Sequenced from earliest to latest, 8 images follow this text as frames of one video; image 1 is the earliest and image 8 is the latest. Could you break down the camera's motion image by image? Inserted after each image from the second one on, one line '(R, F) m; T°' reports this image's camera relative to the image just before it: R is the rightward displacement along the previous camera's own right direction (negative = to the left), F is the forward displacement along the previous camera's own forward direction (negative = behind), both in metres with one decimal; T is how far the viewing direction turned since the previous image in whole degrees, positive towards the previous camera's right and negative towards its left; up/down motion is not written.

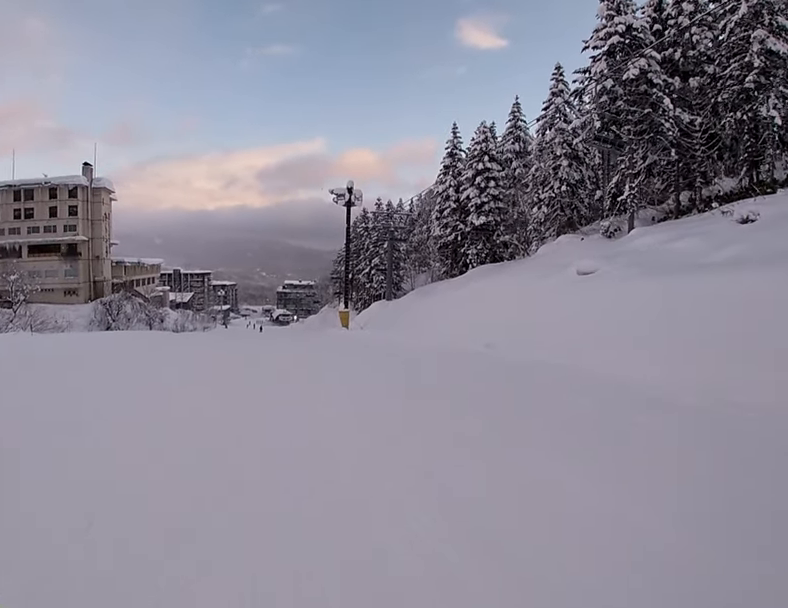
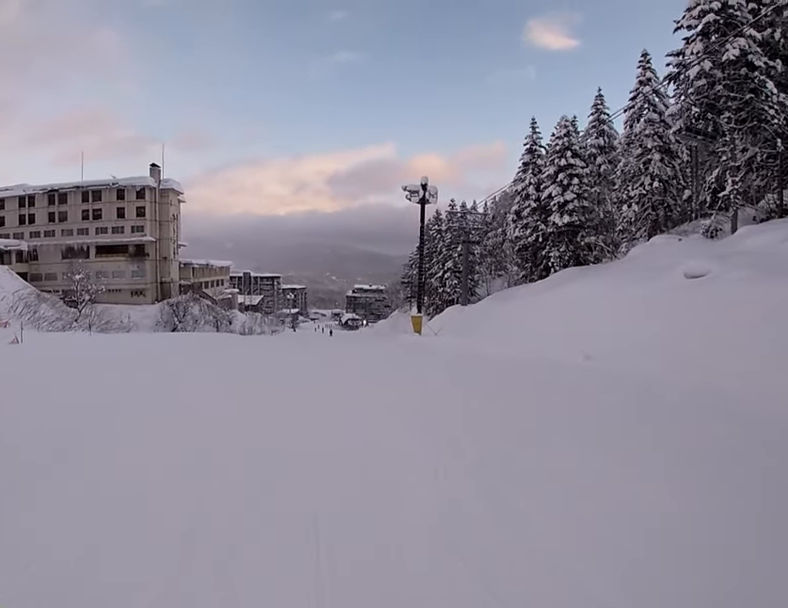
(-0.1, +2.5) m; -3°
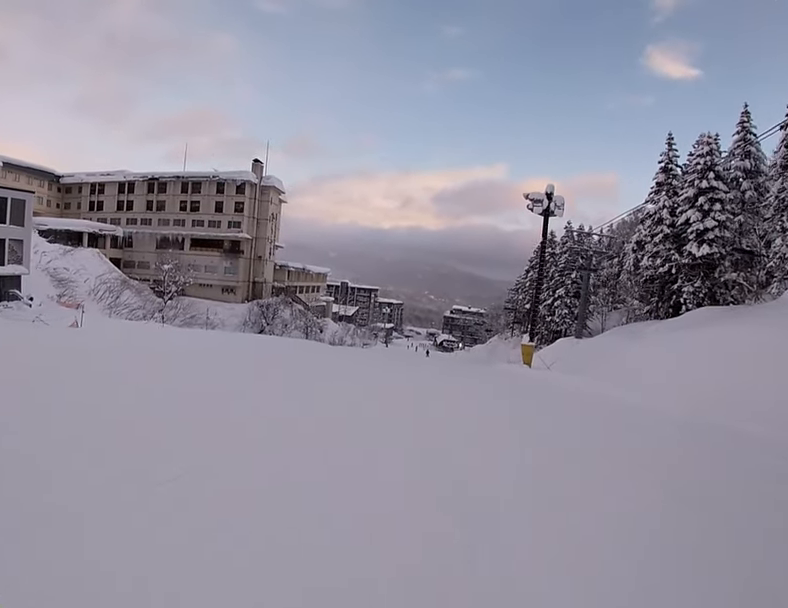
(-0.1, +4.6) m; -2°
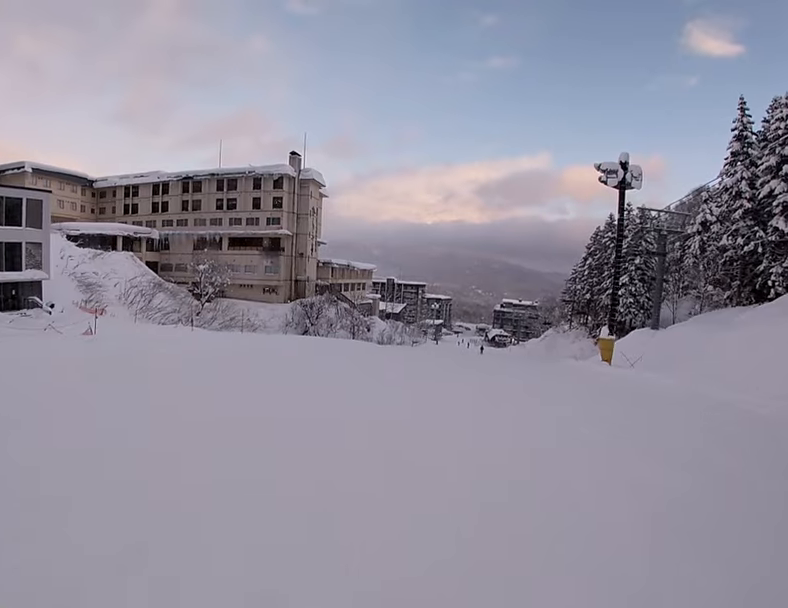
(-0.1, +4.3) m; -9°
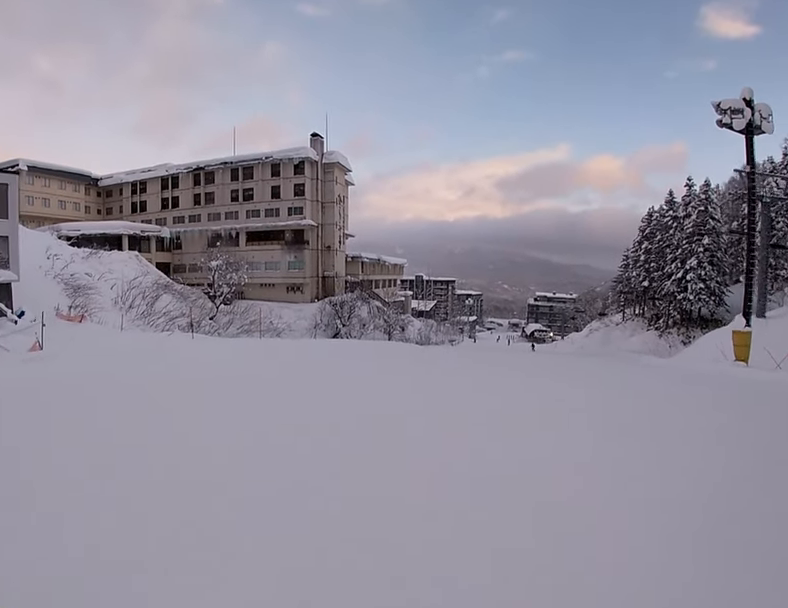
(-1.6, +8.3) m; -2°
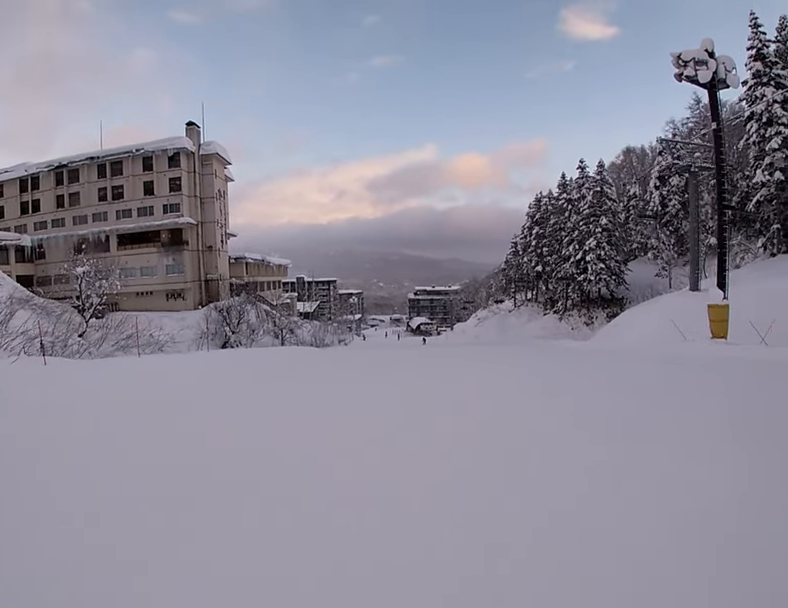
(+1.7, +6.0) m; +13°
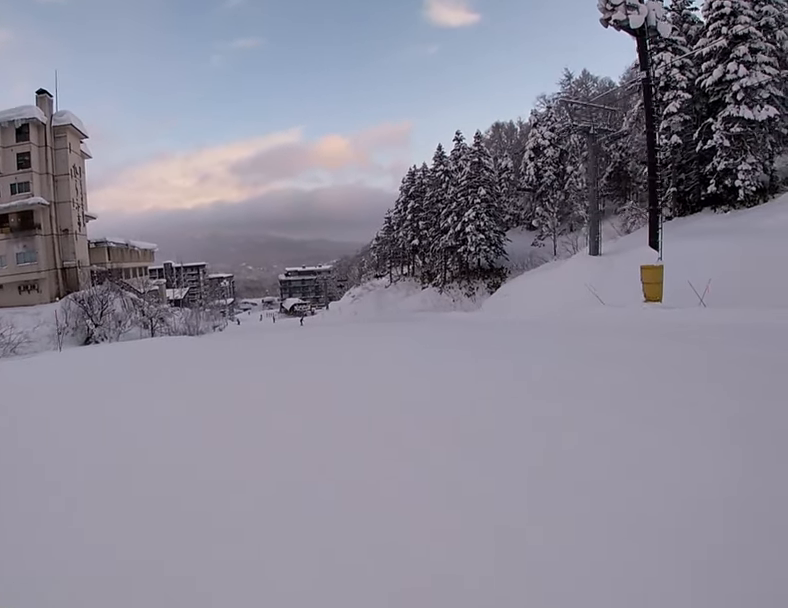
(-0.4, +4.6) m; +5°
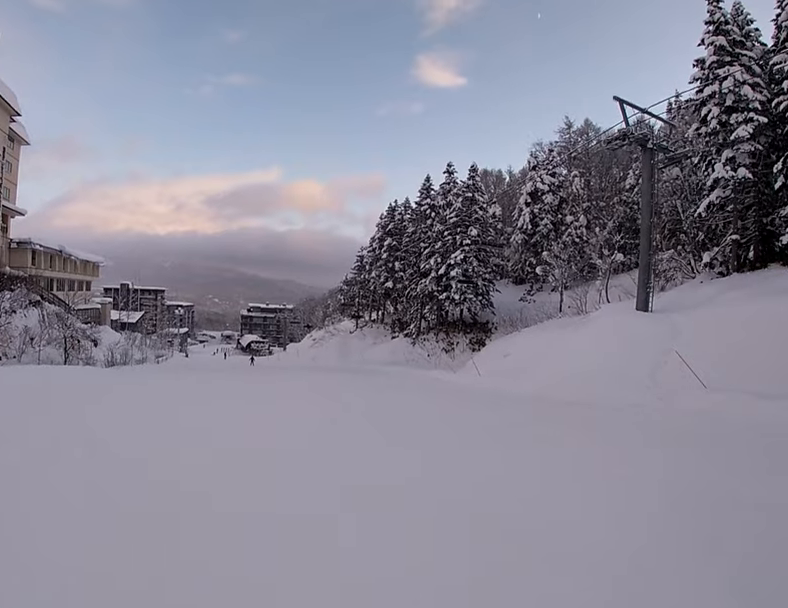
(+2.9, +11.4) m; +20°
